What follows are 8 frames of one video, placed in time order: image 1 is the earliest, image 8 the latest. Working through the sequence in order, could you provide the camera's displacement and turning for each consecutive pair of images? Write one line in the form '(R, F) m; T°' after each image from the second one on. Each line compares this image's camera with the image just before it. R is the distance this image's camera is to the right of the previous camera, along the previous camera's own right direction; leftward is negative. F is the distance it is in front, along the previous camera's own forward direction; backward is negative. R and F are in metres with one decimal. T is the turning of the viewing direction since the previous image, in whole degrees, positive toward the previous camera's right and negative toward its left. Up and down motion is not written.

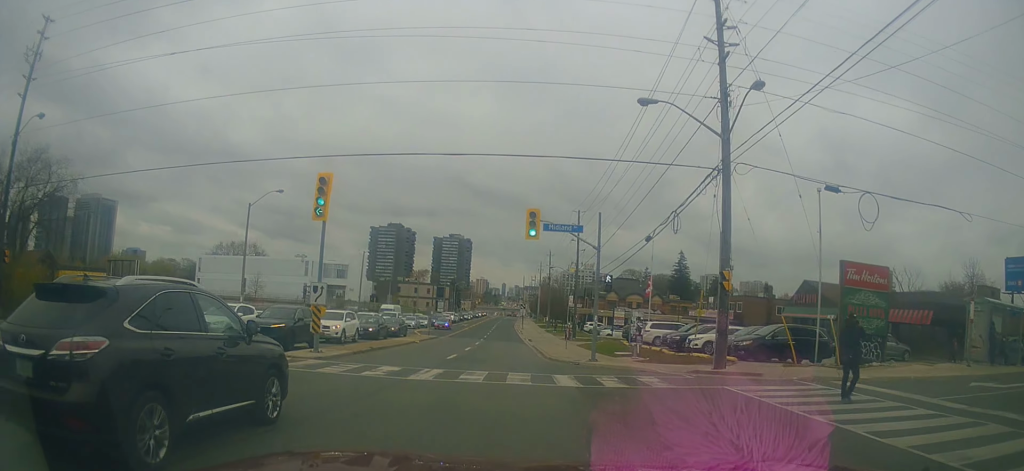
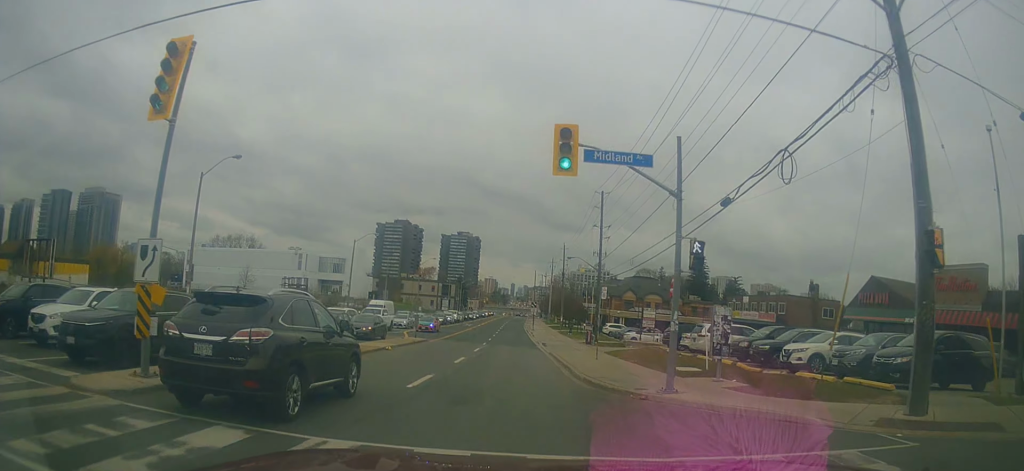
(-0.4, +9.6) m; -2°
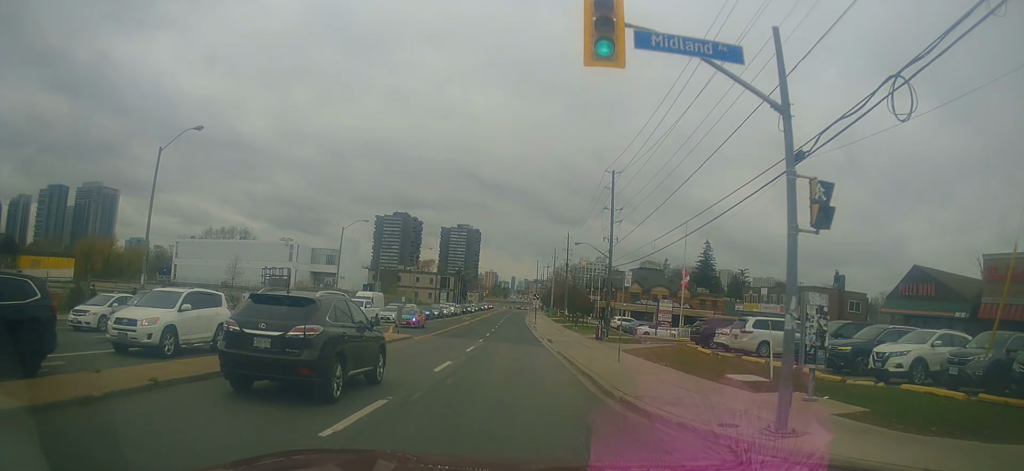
(+0.1, +5.5) m; 0°
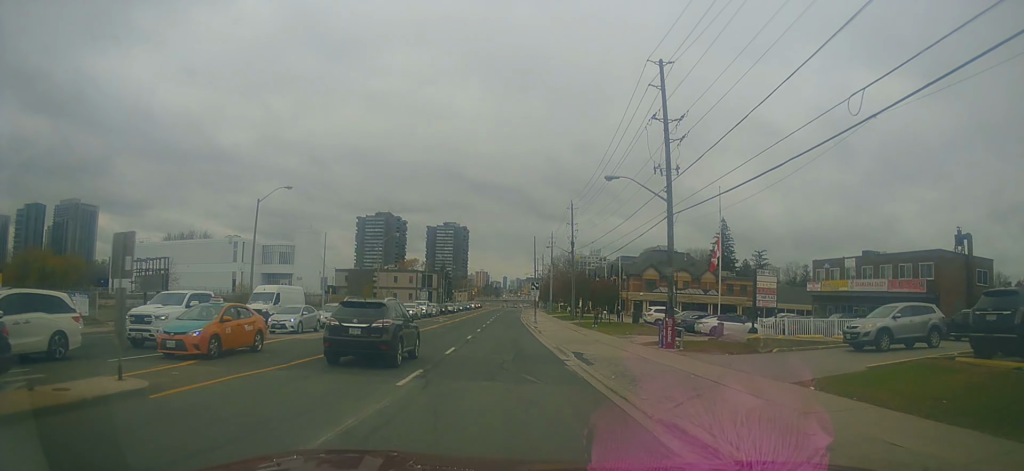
(+0.5, +21.3) m; +3°
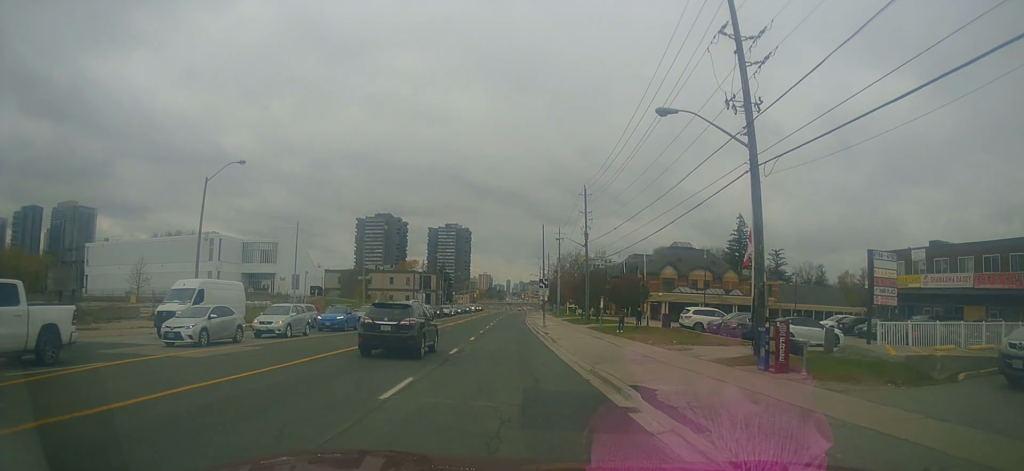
(+0.2, +10.0) m; -1°
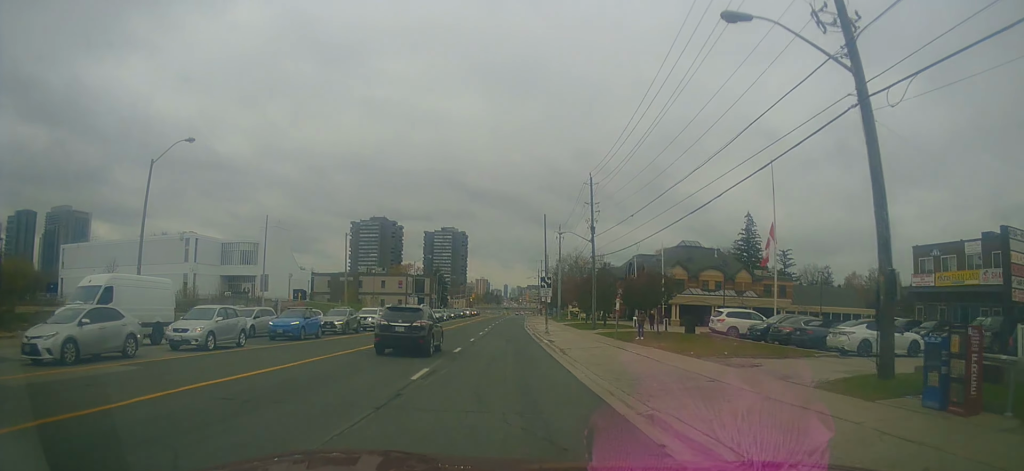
(-0.1, +7.1) m; -3°
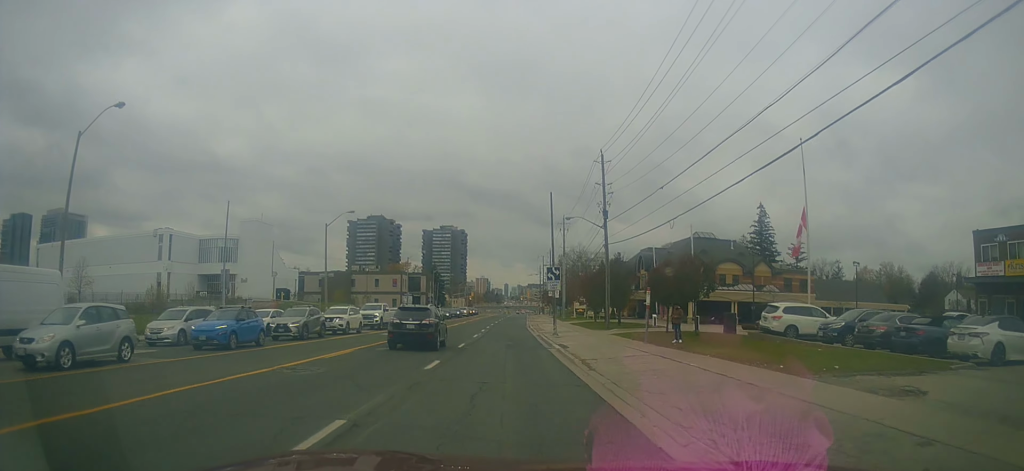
(-0.3, +7.6) m; 0°
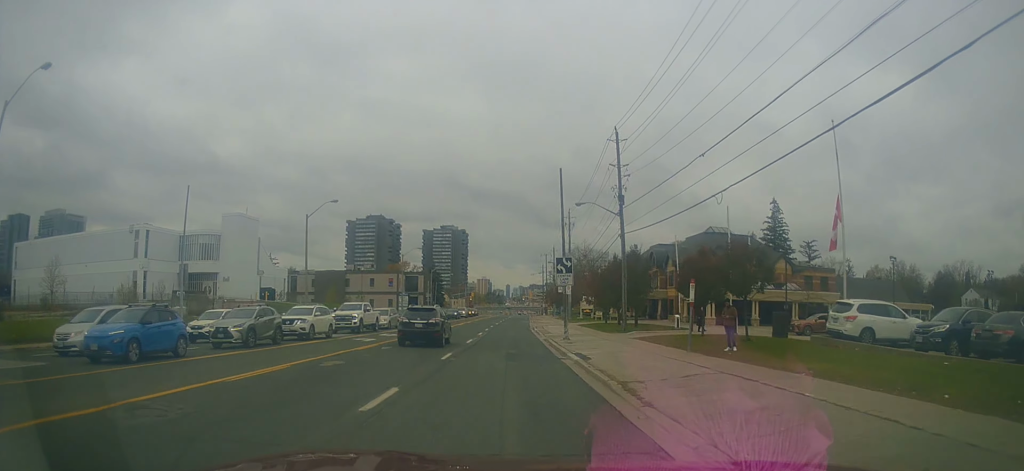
(-0.2, +6.4) m; +1°
